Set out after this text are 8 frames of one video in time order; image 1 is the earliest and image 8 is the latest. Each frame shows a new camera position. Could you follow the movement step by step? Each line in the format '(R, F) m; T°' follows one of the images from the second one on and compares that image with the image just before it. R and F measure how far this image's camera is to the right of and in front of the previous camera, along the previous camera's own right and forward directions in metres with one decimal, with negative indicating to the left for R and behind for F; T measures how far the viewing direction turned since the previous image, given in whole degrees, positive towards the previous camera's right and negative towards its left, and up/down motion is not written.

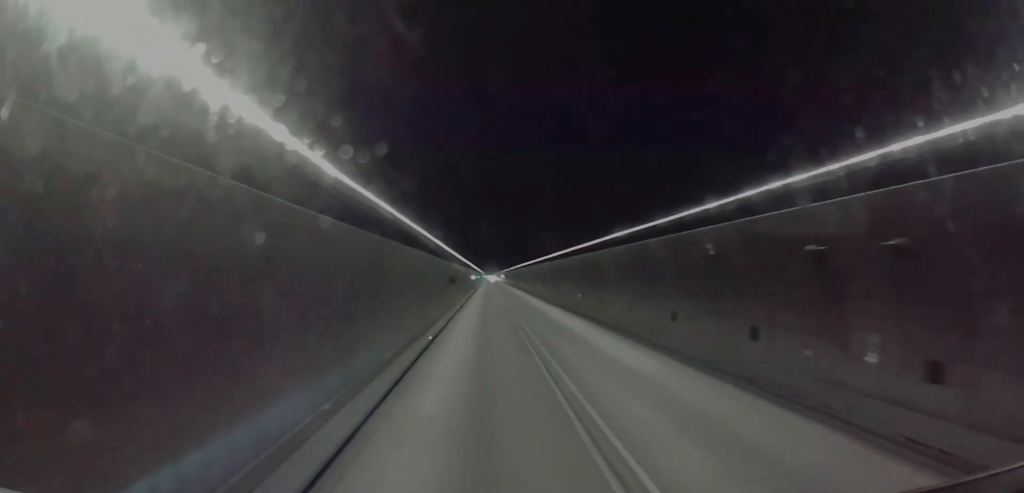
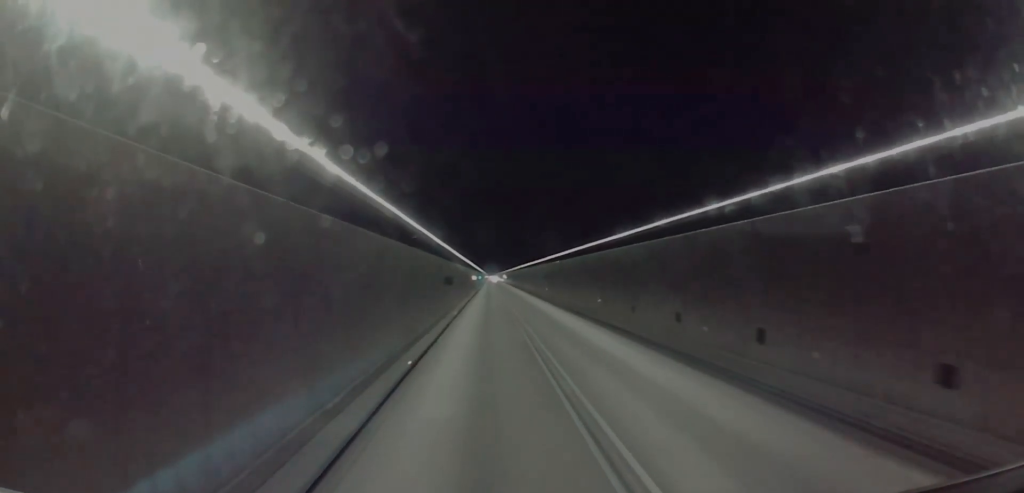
(0.0, +8.0) m; 0°
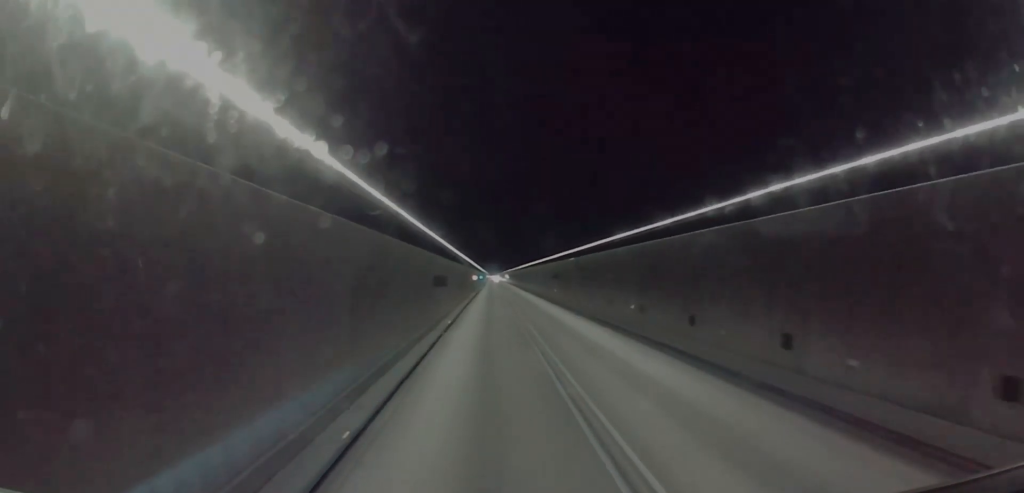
(0.0, +9.5) m; 0°
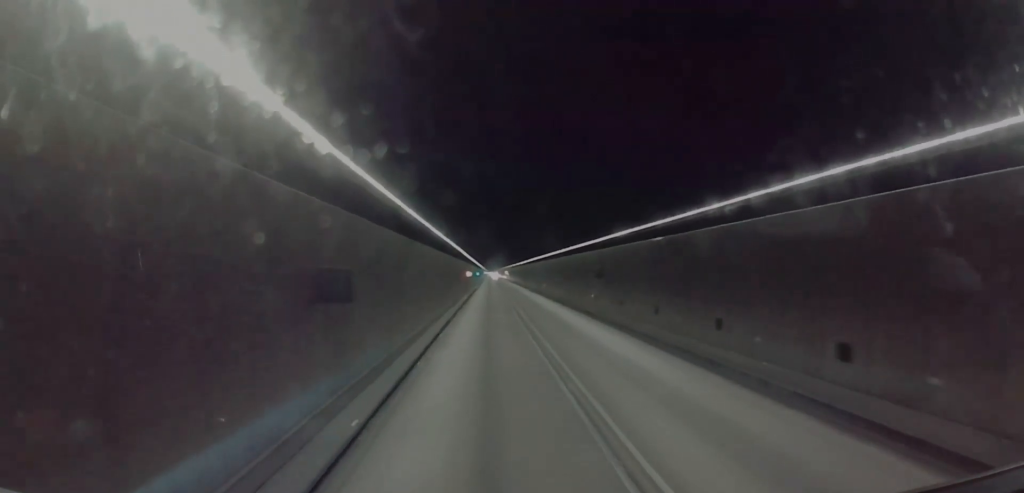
(-0.6, +25.6) m; -2°
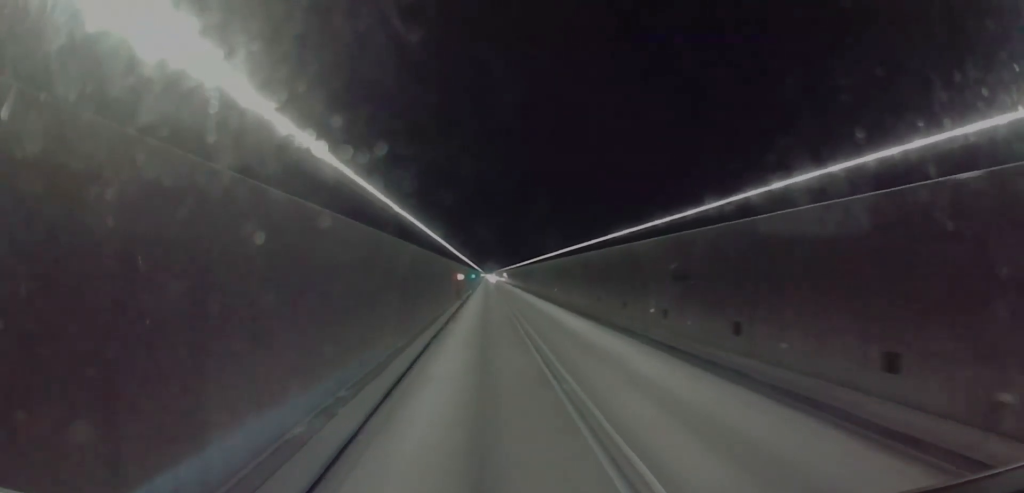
(+0.2, +17.5) m; +1°
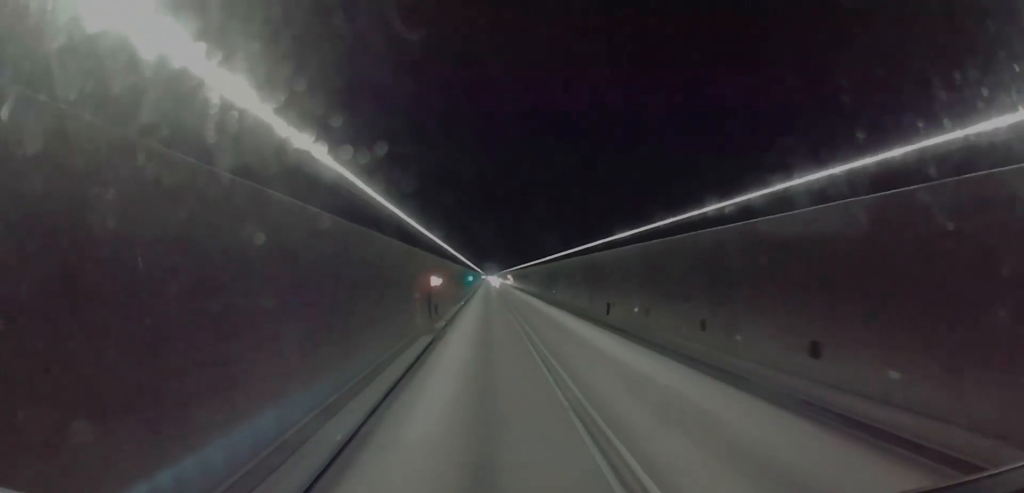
(+0.3, +35.1) m; 0°
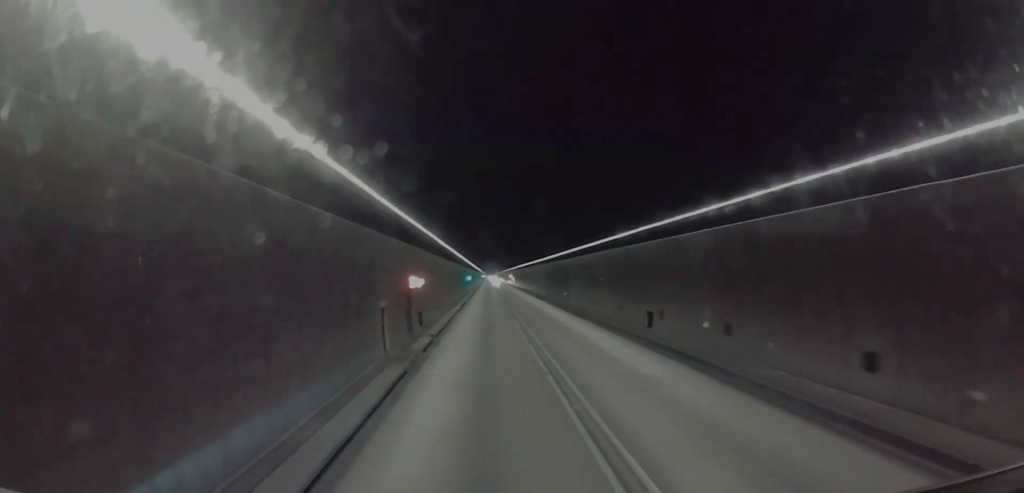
(0.0, +9.5) m; 0°
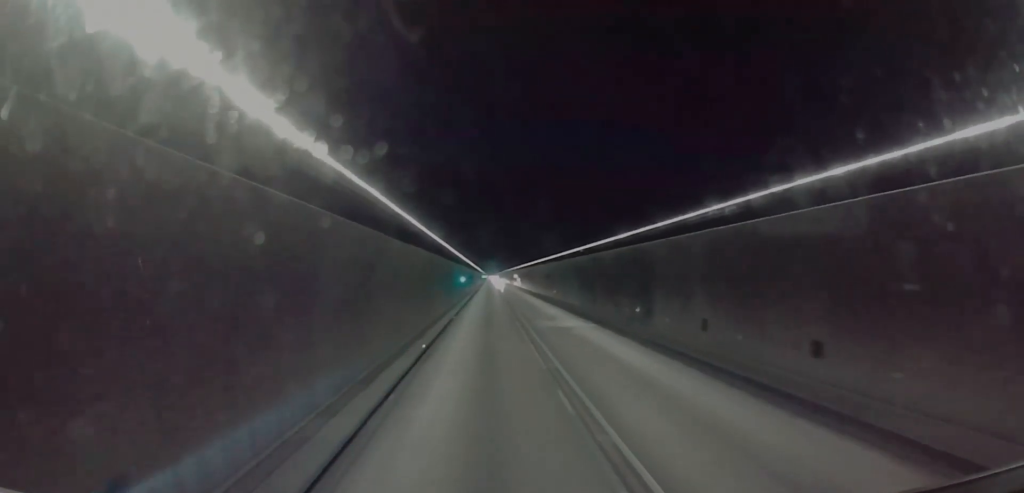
(0.0, +28.1) m; 0°
